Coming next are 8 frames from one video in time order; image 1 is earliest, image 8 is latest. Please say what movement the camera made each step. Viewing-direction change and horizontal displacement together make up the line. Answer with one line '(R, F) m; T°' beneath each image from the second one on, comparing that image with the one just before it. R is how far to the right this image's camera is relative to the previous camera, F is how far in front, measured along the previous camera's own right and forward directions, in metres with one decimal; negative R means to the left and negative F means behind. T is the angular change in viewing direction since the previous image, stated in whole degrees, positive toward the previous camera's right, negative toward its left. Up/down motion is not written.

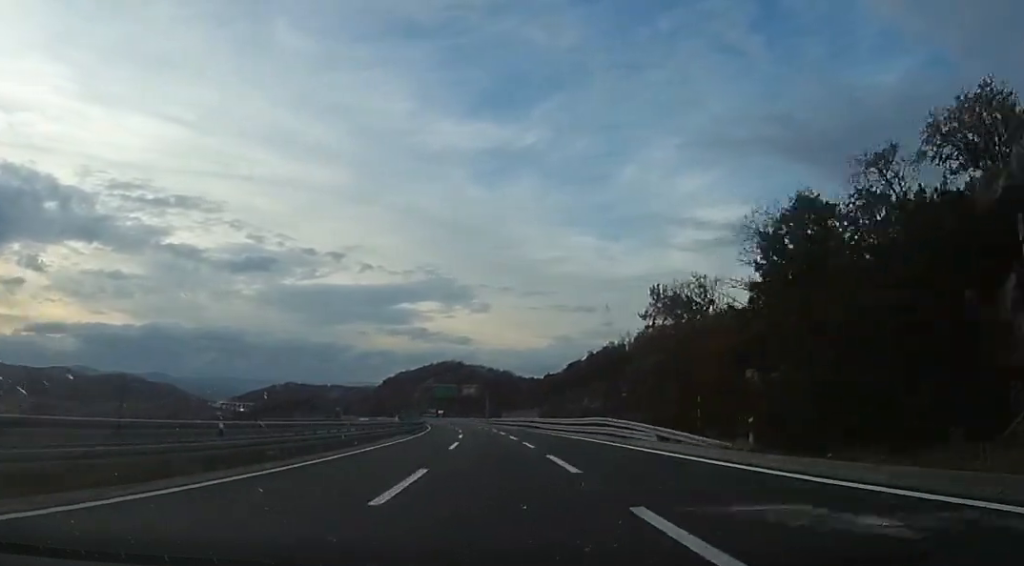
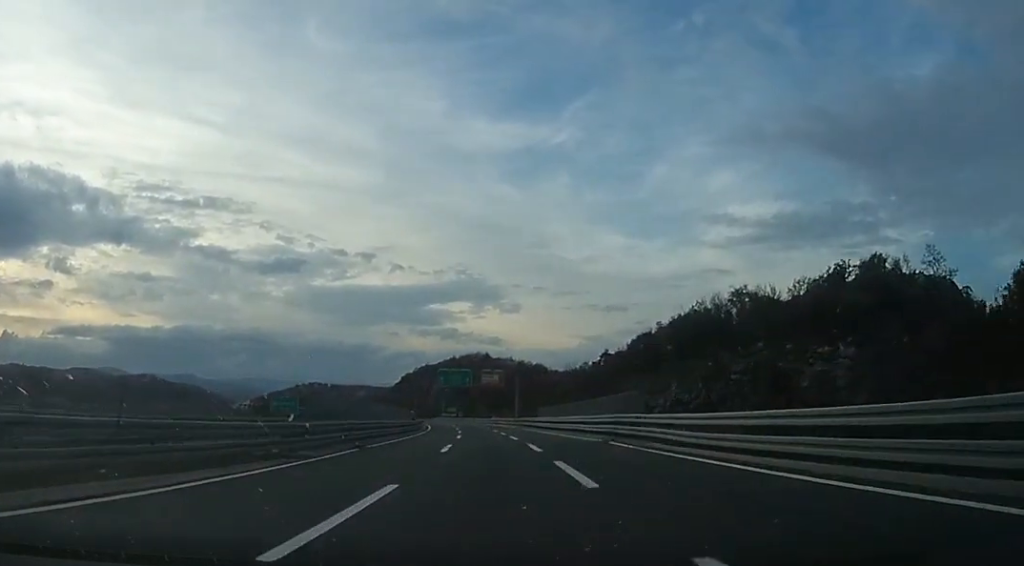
(-3.0, +38.9) m; -6°
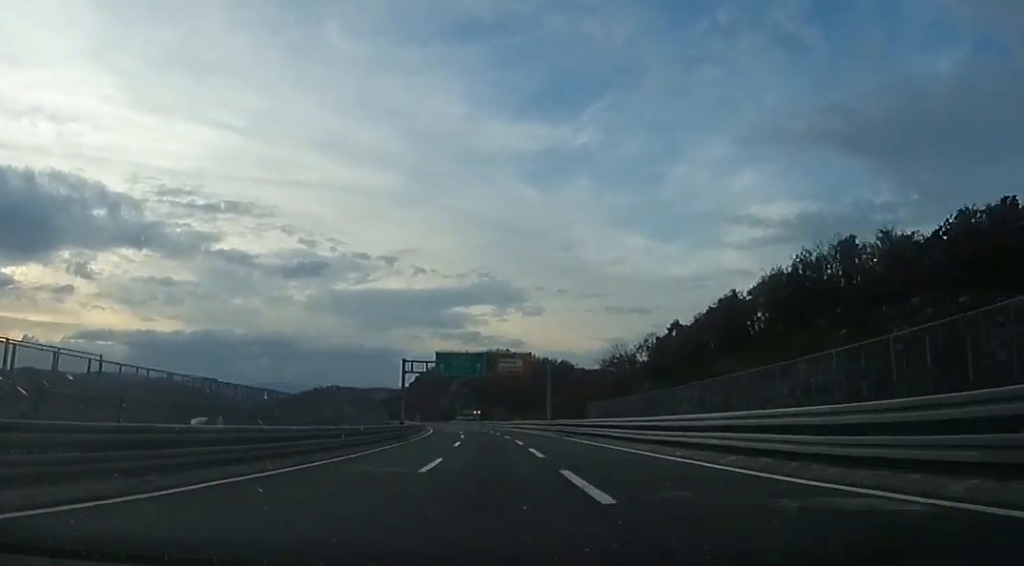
(0.0, +25.3) m; 0°
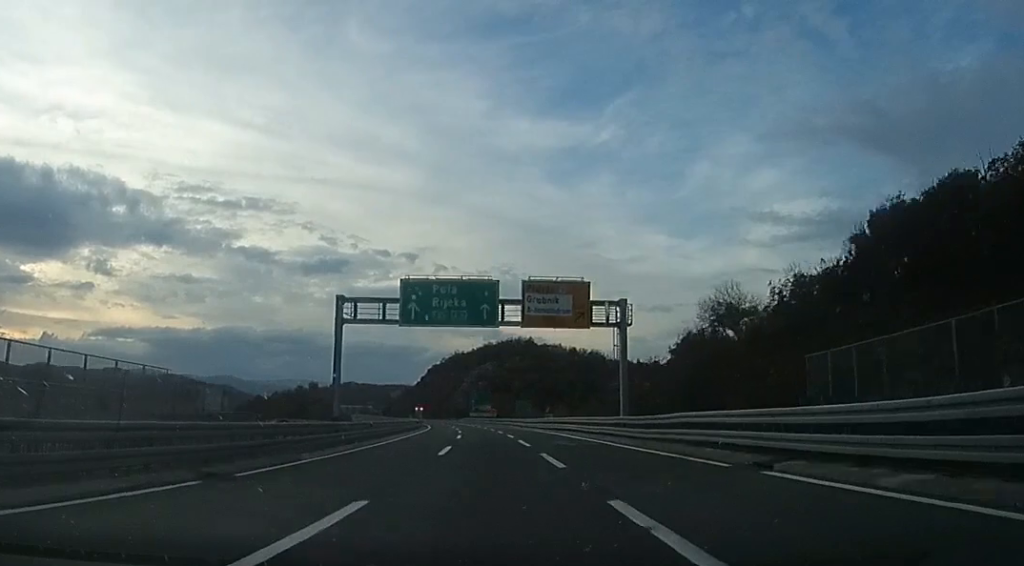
(+0.2, +30.6) m; 0°
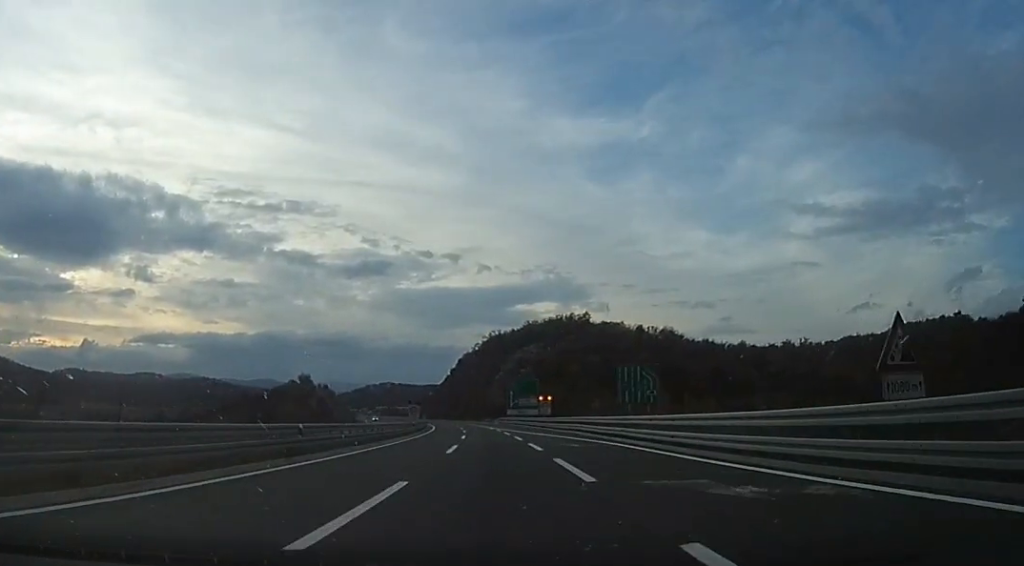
(-2.6, +51.1) m; -5°
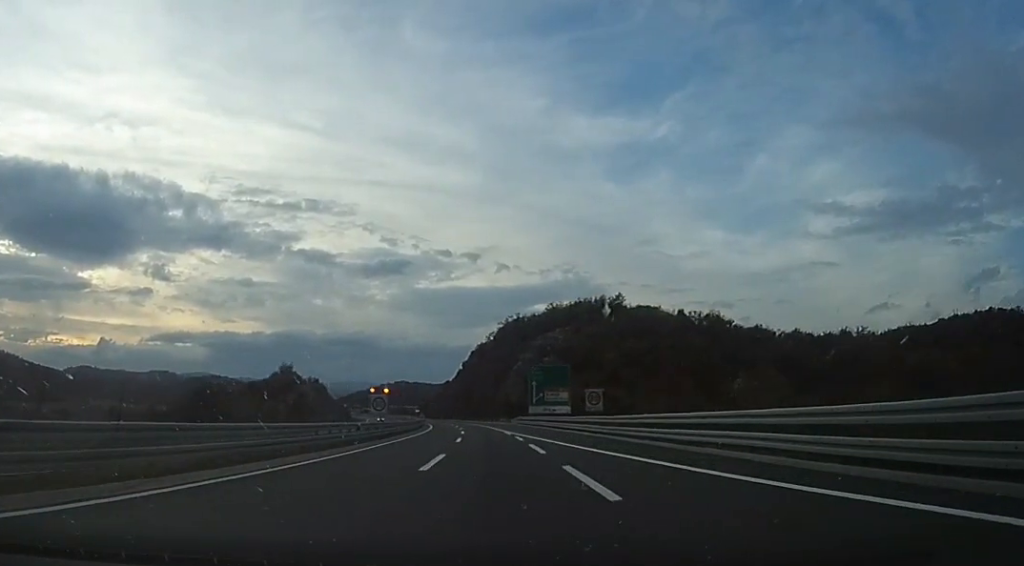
(-0.2, +26.3) m; -1°
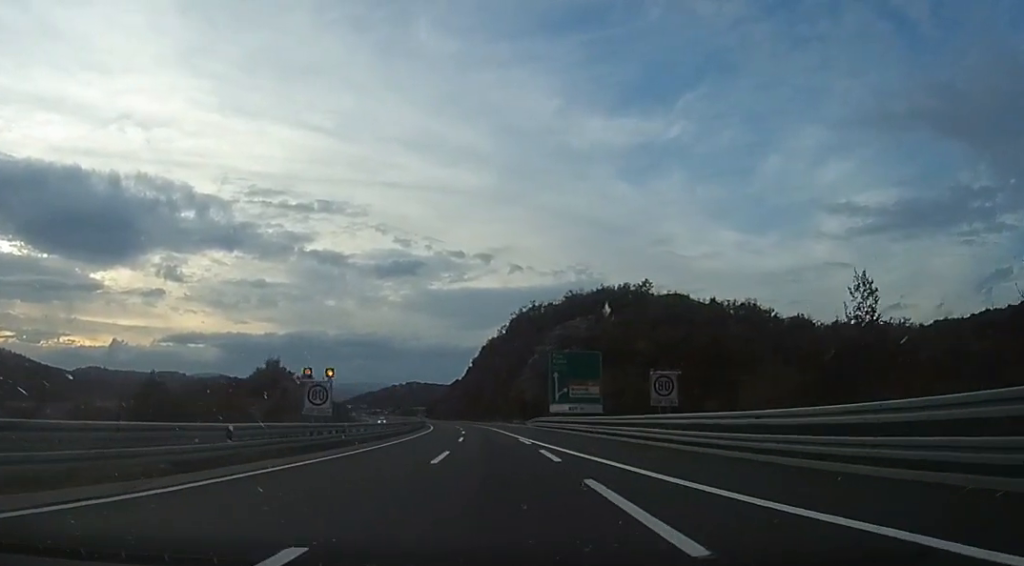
(+1.3, +15.9) m; -2°
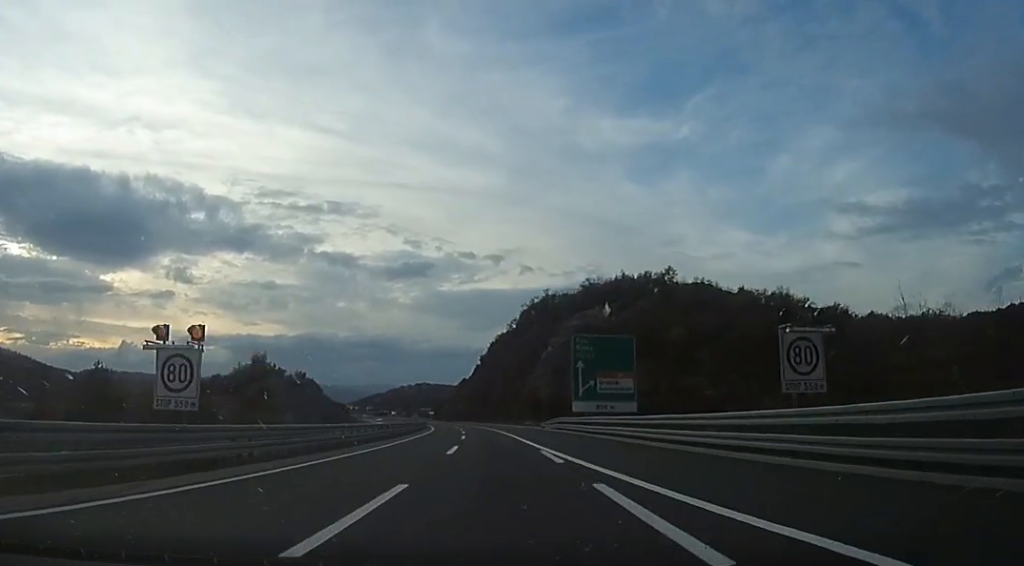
(-1.3, +12.0) m; -1°
